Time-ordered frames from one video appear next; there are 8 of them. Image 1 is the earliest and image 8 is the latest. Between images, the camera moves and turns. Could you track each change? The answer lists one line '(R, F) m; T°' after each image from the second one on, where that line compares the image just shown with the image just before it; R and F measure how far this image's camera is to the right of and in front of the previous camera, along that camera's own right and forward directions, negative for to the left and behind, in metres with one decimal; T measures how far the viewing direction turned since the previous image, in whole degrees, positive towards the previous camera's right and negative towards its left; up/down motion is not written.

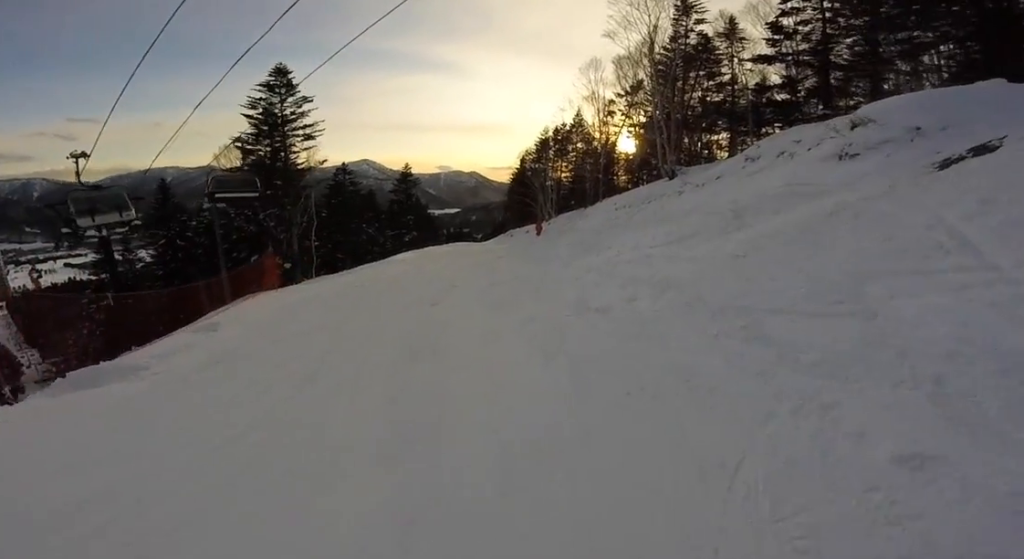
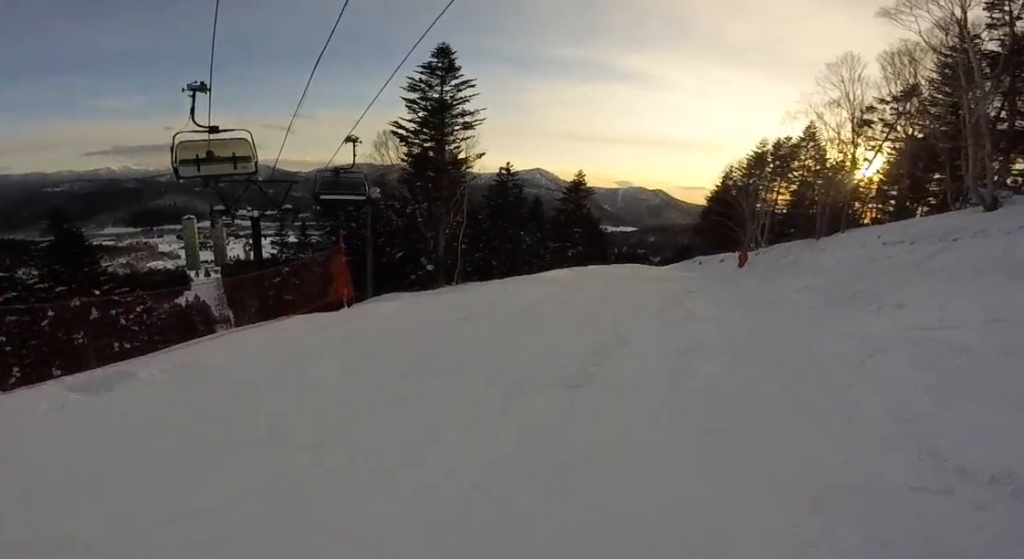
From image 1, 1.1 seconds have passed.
(-1.0, +5.6) m; -9°
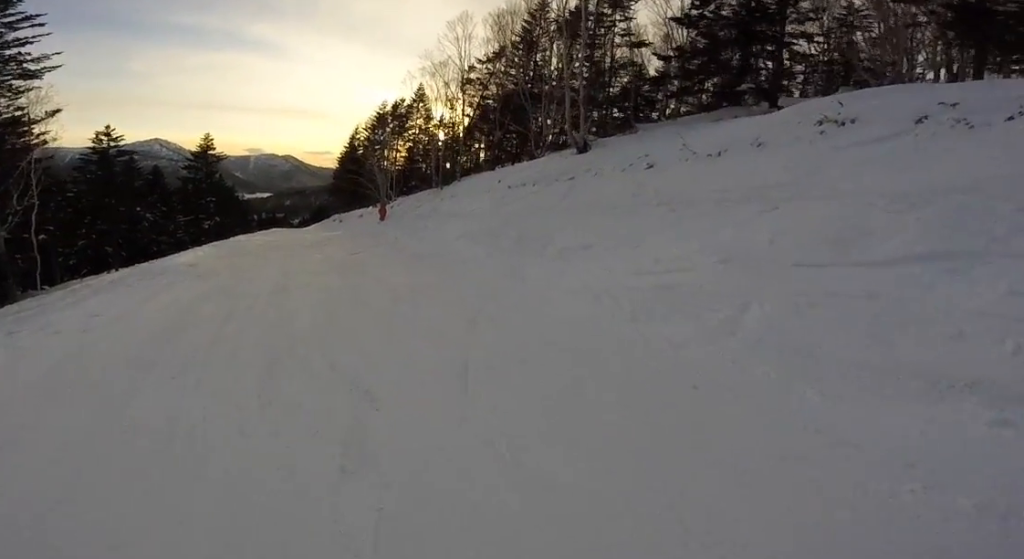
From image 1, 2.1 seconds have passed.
(+0.2, +4.9) m; +5°
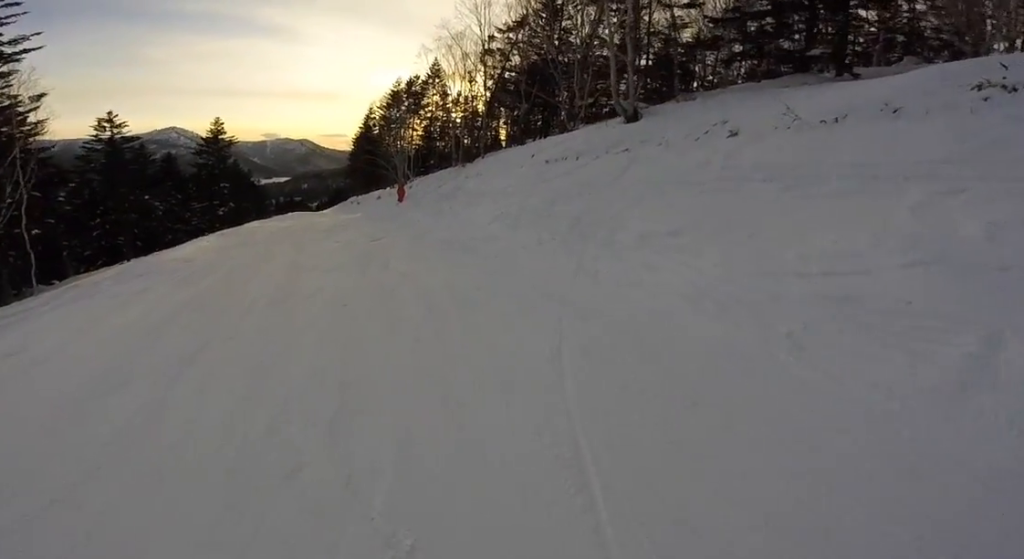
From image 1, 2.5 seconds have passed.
(+0.1, +2.2) m; +6°
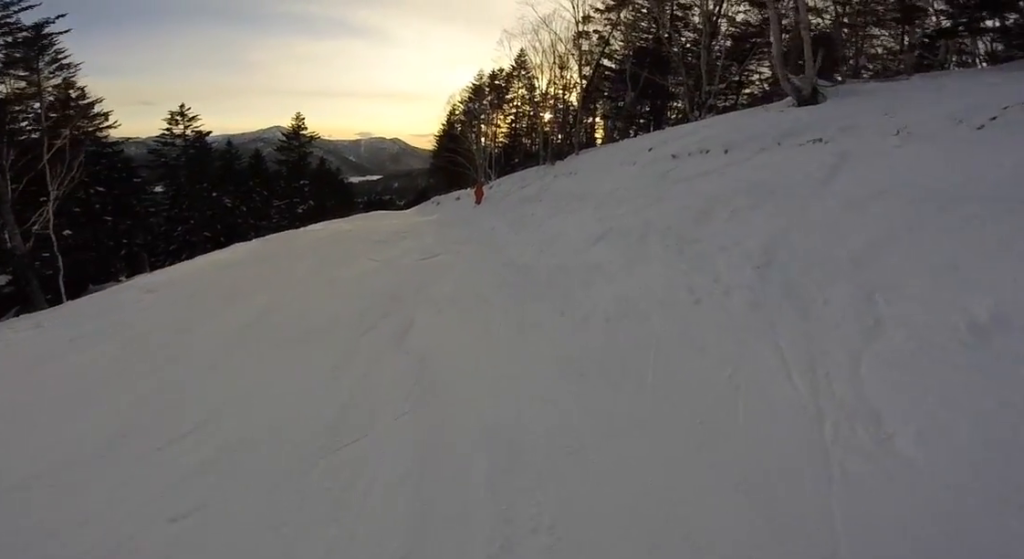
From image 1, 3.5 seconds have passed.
(+0.3, +3.4) m; +11°
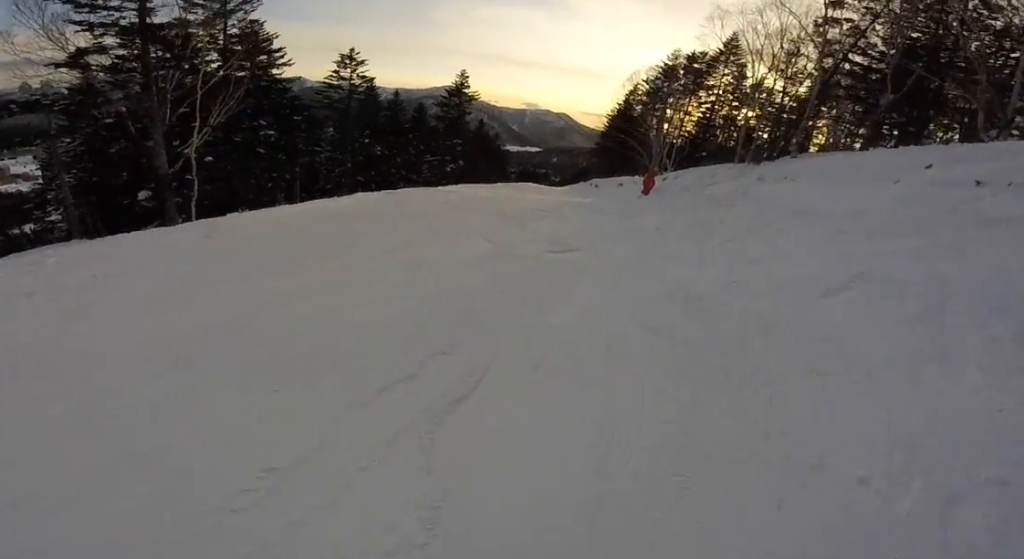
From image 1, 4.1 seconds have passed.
(+0.5, +1.7) m; -6°
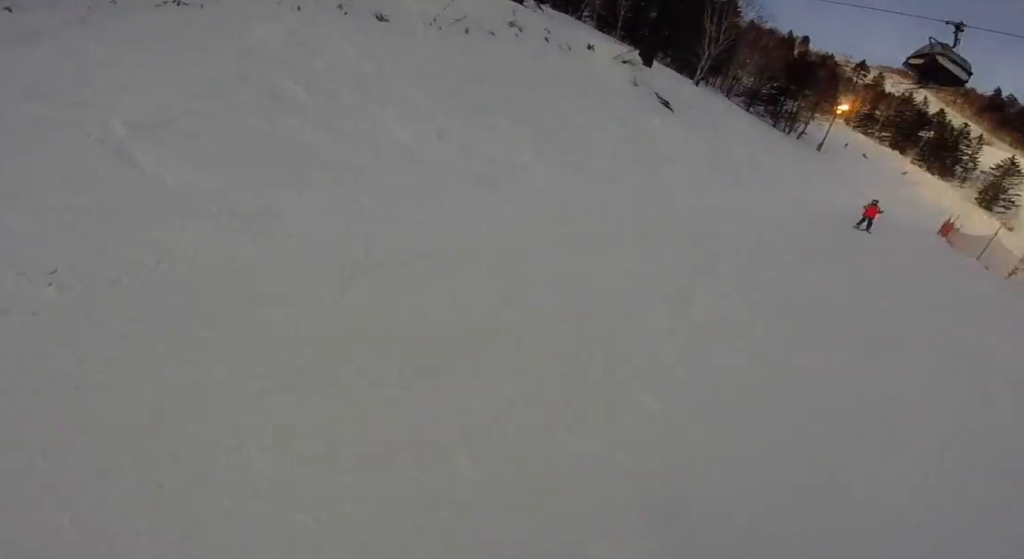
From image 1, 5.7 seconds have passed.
(-1.5, +4.3) m; -21°
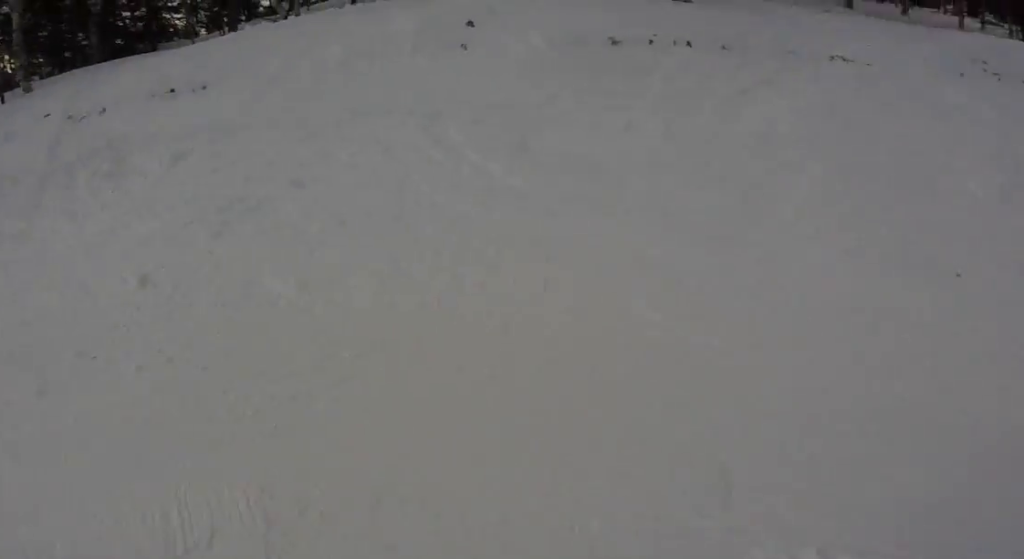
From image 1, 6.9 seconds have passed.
(+0.6, +3.5) m; +19°
